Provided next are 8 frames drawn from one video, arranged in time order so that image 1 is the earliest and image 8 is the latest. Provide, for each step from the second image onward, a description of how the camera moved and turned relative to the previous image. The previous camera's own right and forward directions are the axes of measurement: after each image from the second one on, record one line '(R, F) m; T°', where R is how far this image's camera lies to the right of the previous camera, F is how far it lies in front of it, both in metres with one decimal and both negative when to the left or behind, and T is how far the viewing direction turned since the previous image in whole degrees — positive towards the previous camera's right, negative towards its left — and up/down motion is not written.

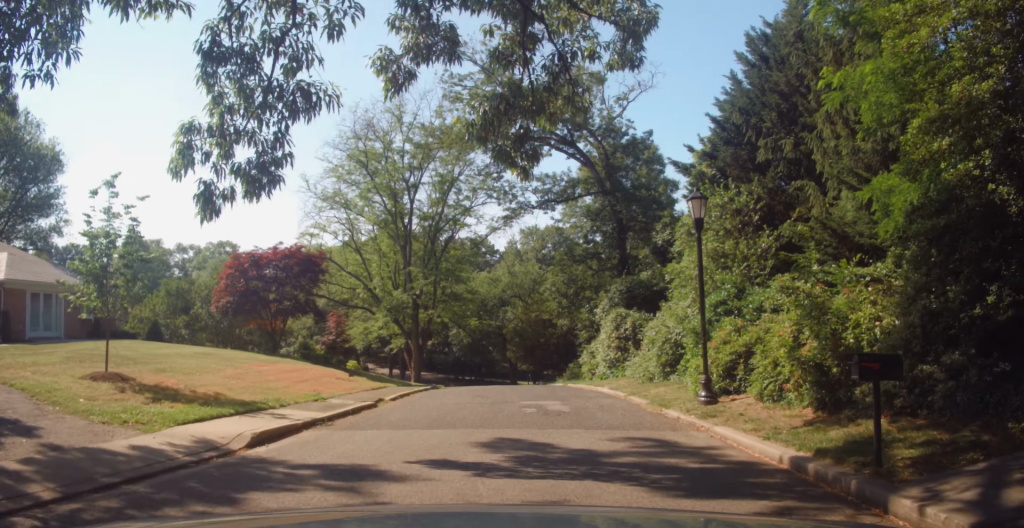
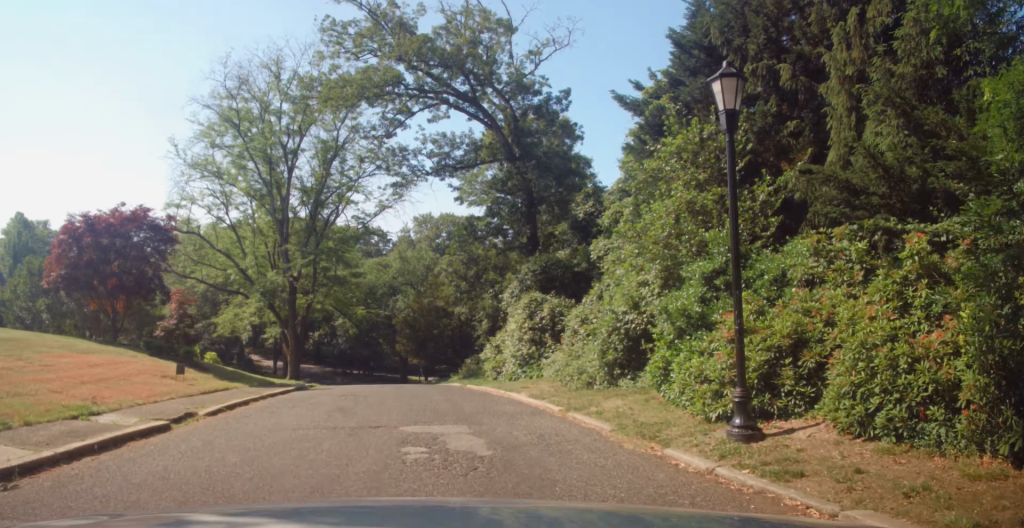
(+0.3, +5.2) m; +4°
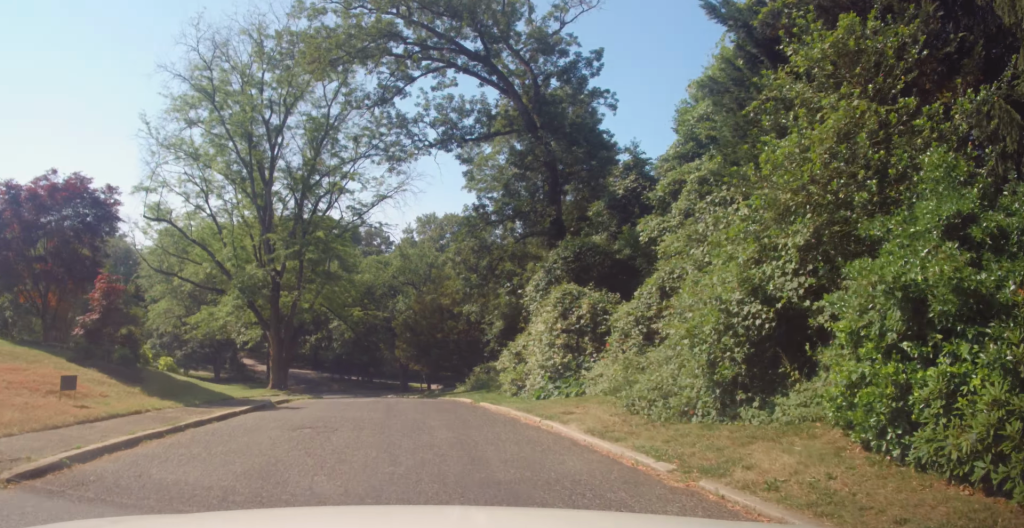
(0.0, +4.7) m; 0°
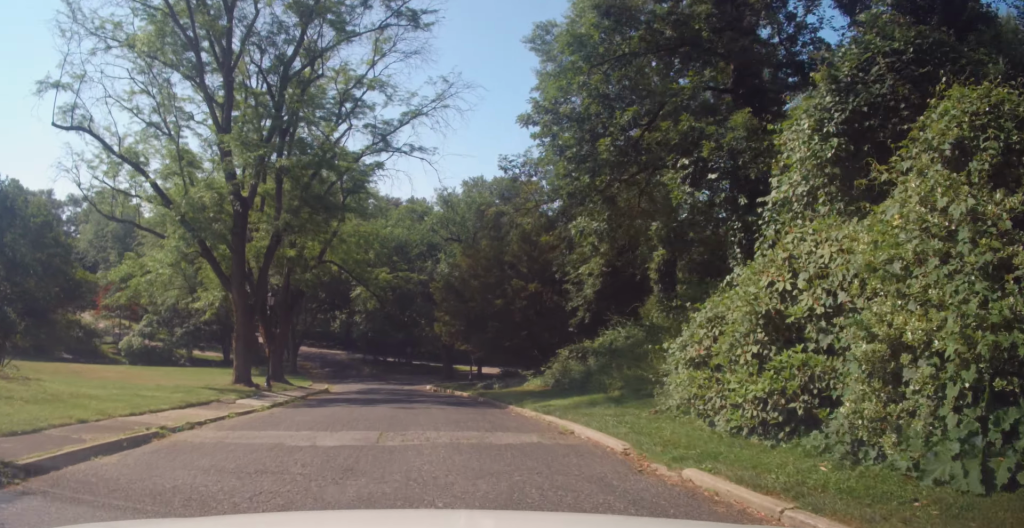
(0.0, +11.3) m; 0°
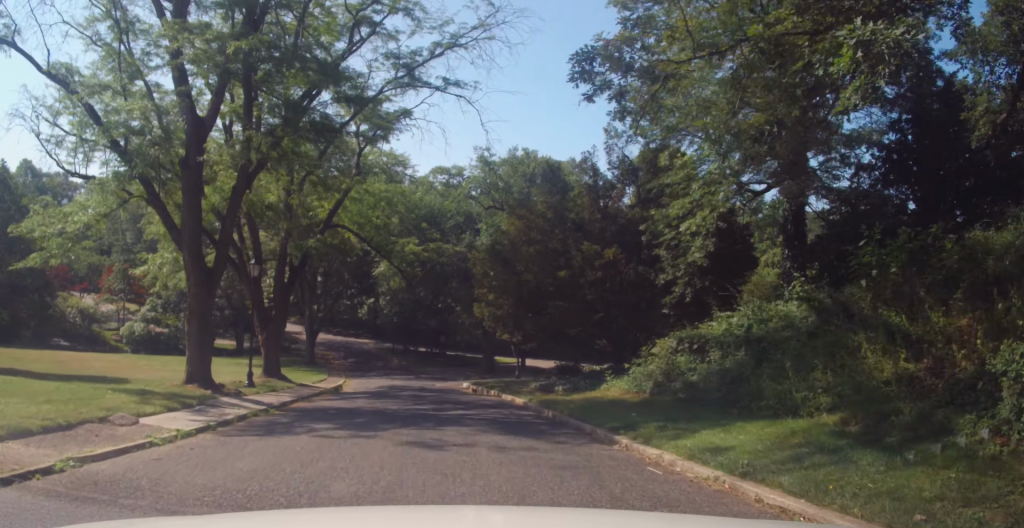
(0.0, +6.3) m; 0°
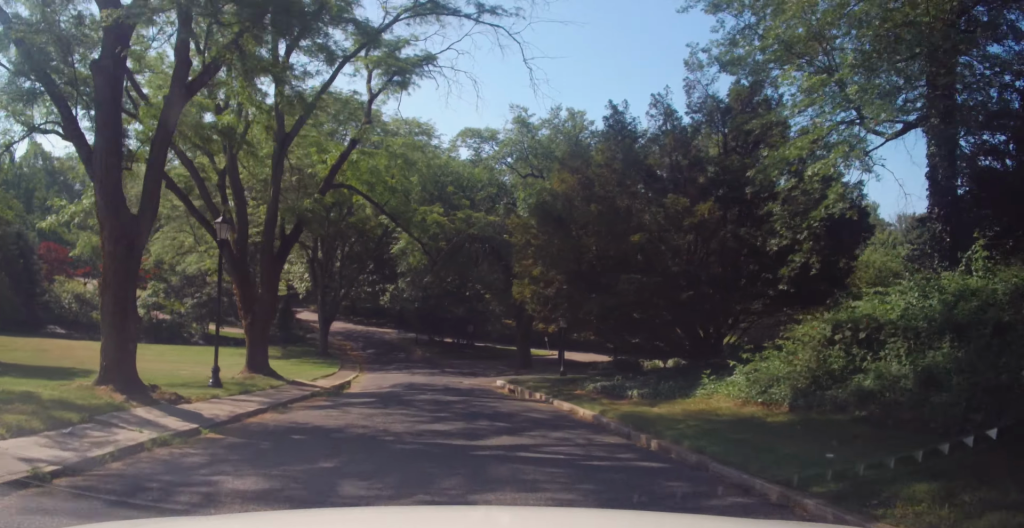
(0.0, +4.8) m; -1°
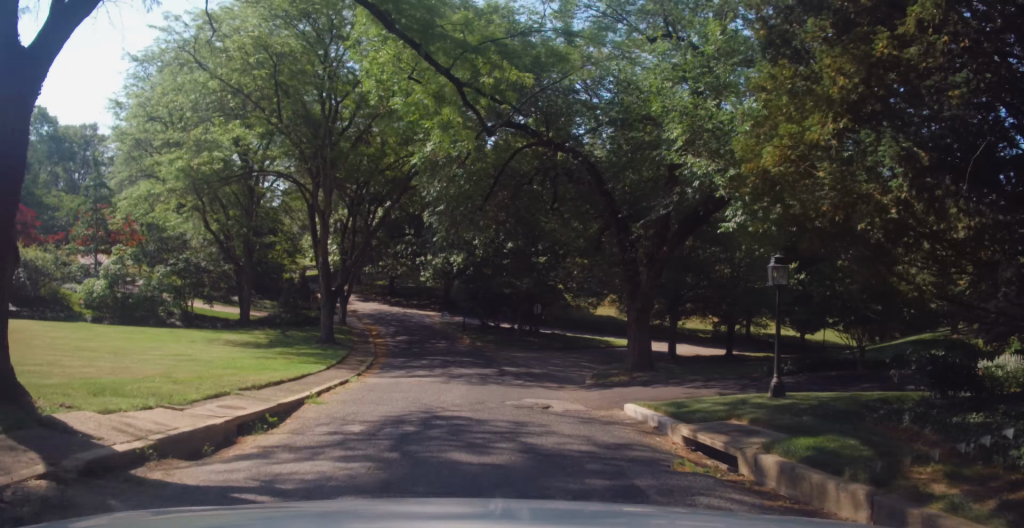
(-0.5, +13.4) m; -3°
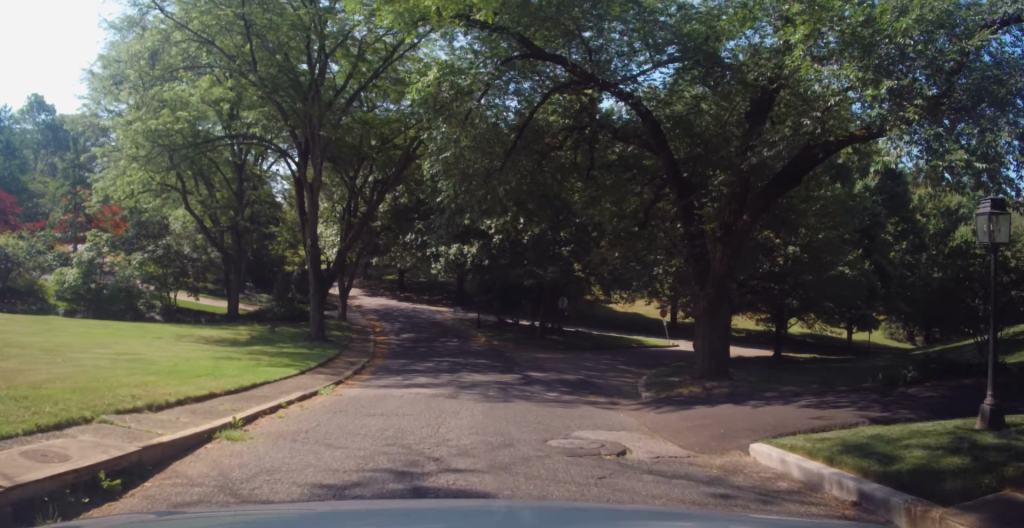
(0.0, +4.9) m; 0°
